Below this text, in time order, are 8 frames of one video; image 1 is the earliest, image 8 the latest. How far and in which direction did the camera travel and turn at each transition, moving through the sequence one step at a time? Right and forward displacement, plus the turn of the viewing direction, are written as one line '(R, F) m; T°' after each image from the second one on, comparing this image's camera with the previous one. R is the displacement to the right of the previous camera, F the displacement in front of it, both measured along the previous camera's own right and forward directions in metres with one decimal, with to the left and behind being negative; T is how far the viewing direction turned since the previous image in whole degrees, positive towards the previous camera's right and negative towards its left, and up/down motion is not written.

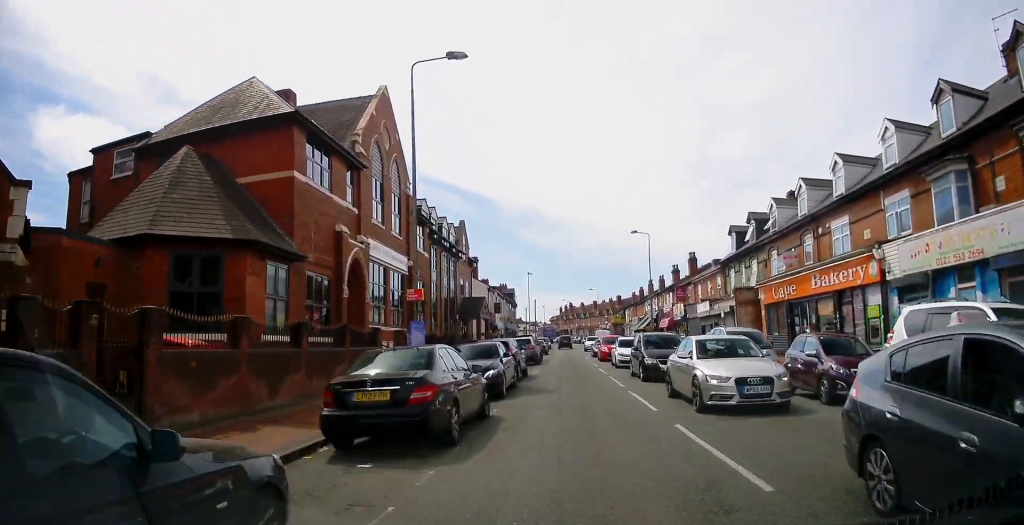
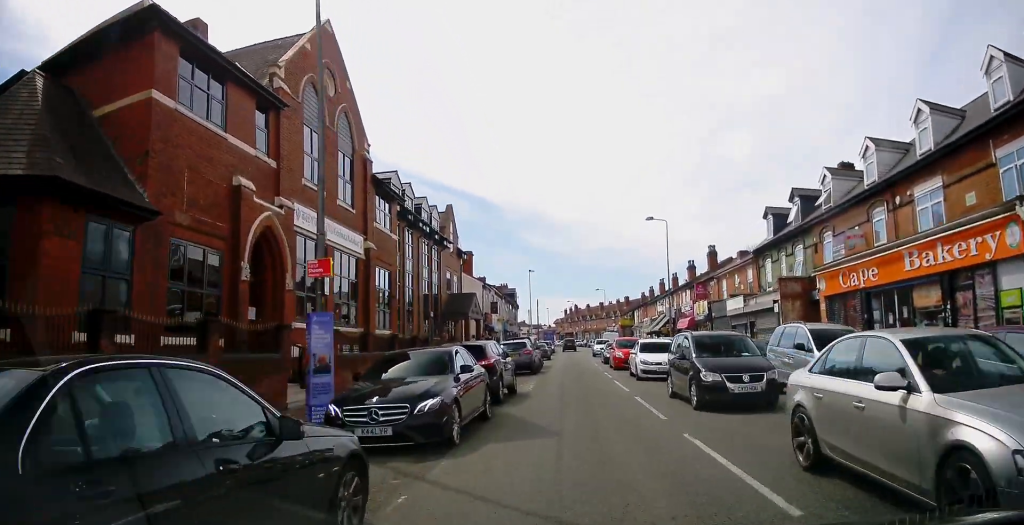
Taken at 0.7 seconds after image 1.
(+0.1, +7.0) m; -1°
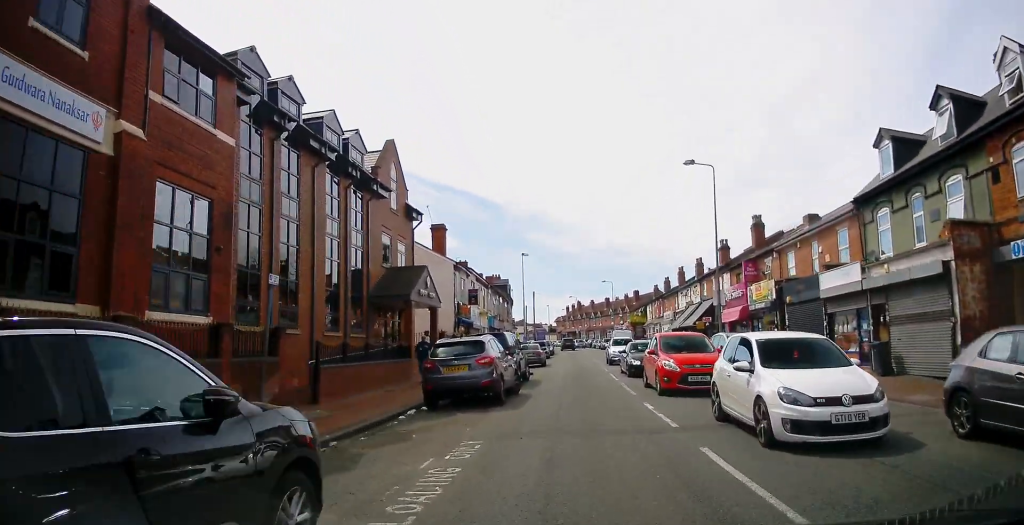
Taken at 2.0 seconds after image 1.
(-0.4, +13.9) m; 0°
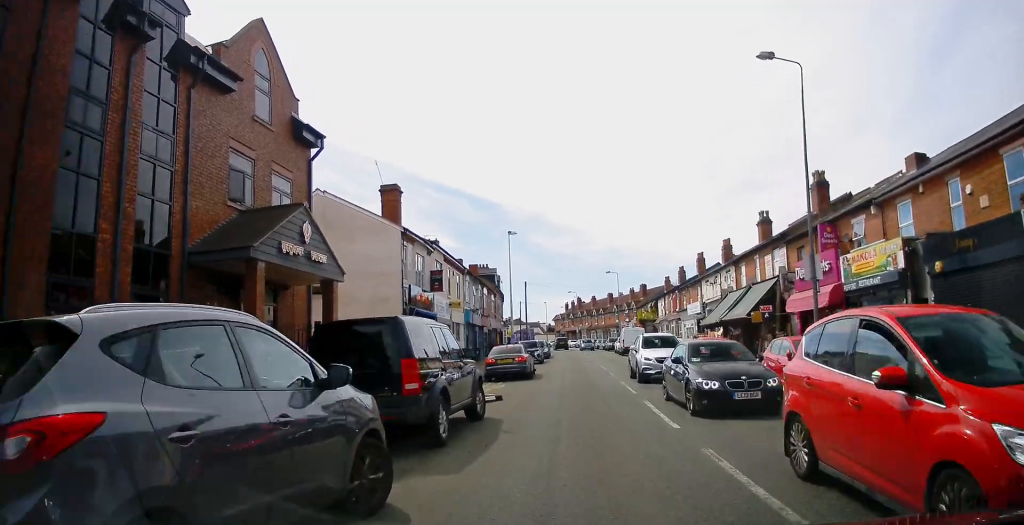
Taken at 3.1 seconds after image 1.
(+0.3, +11.9) m; +1°
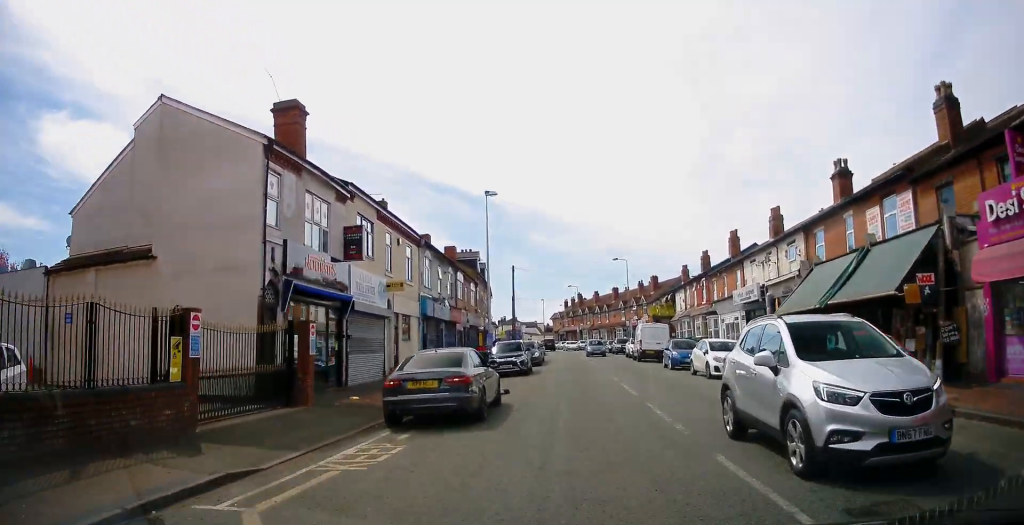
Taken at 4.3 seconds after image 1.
(-0.1, +13.0) m; -1°
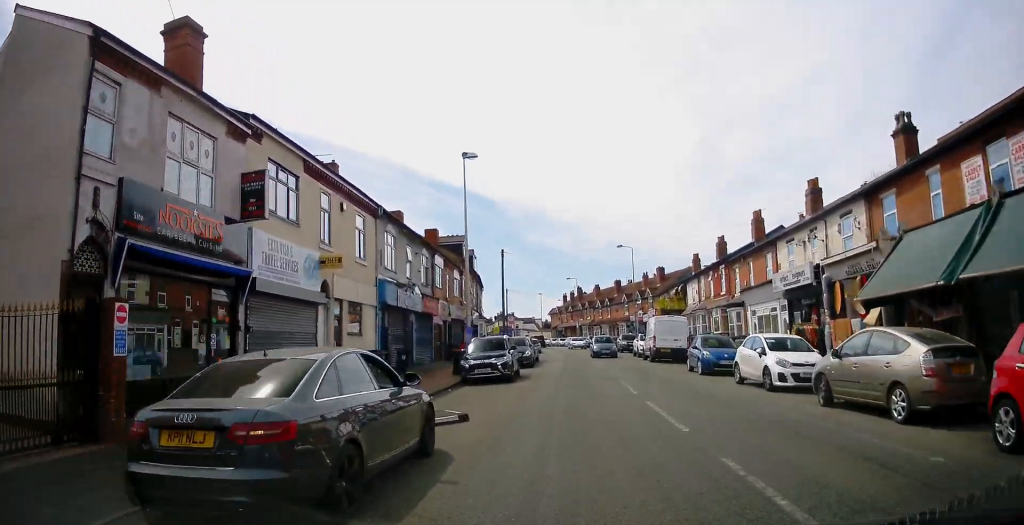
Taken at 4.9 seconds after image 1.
(+0.2, +6.8) m; -1°
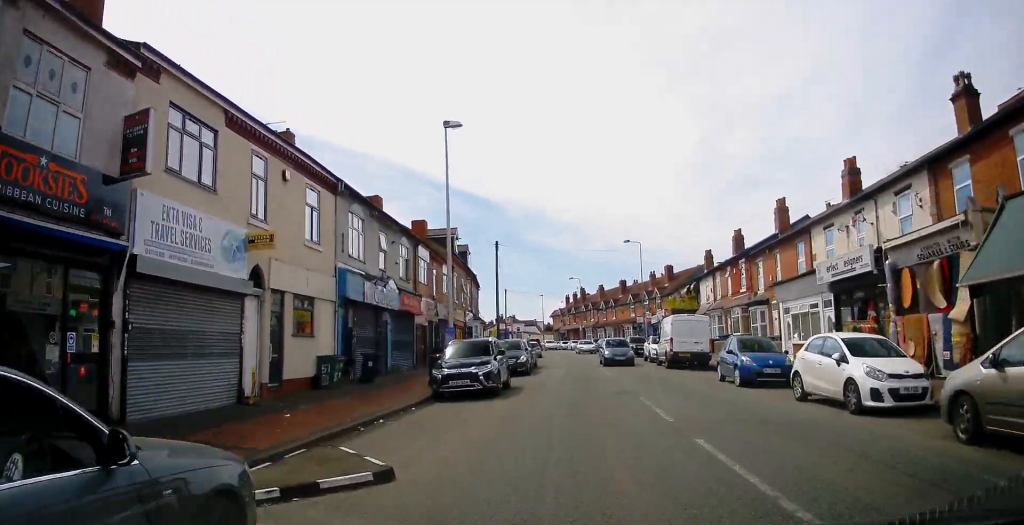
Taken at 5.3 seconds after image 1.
(-0.3, +4.6) m; 0°
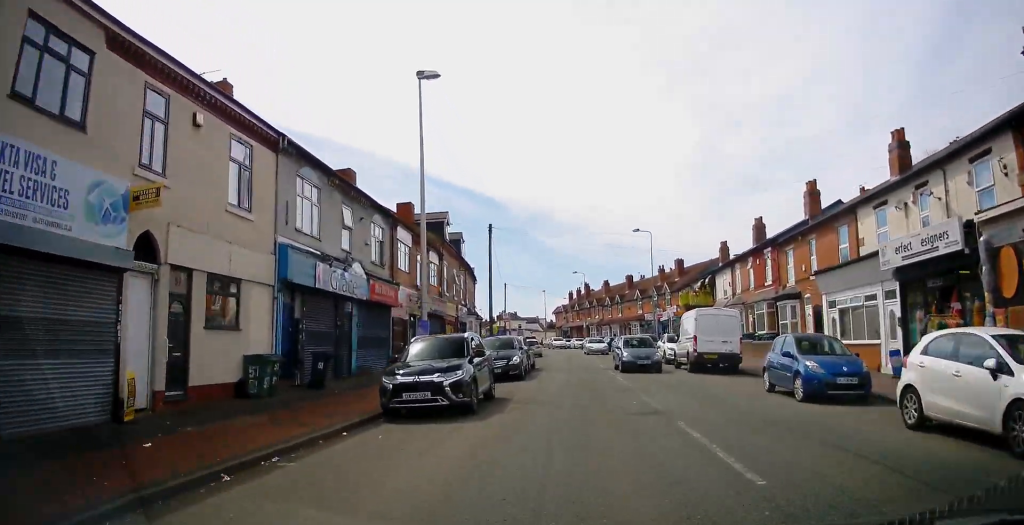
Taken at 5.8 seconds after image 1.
(-0.3, +4.6) m; 0°
